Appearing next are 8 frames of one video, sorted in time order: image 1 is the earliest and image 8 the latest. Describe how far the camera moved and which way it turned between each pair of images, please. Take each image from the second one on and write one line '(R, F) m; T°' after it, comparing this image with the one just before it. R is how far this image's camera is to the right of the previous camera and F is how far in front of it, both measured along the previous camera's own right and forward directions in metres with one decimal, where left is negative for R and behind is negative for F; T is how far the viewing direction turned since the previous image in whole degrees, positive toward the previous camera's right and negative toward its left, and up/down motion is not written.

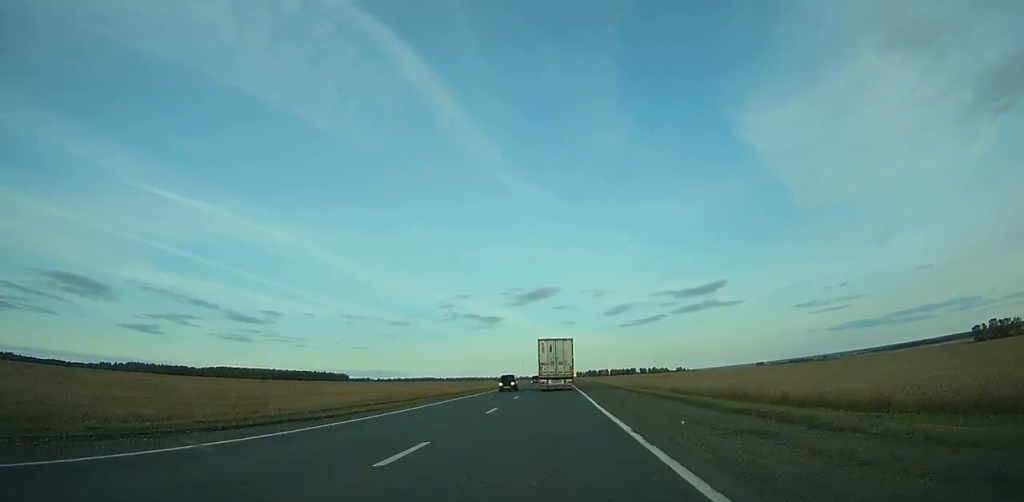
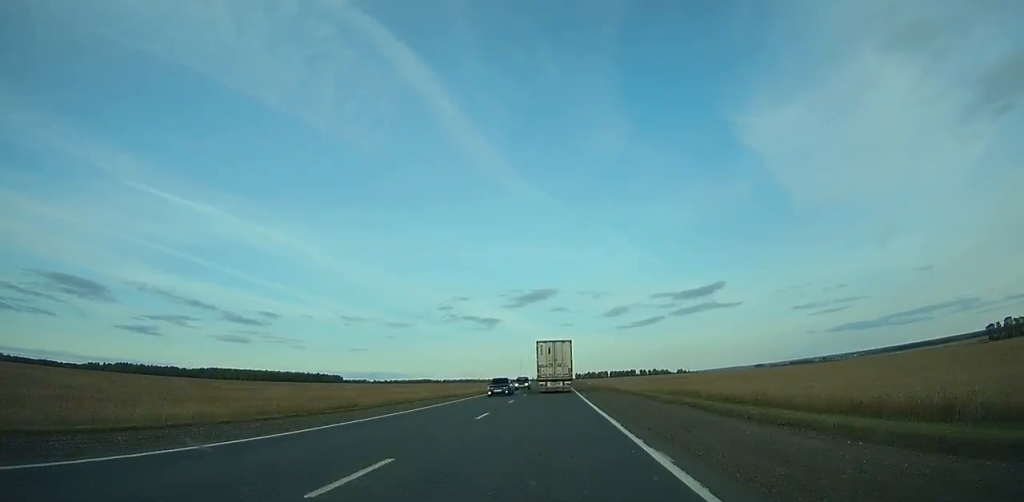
(+0.1, +28.0) m; 0°
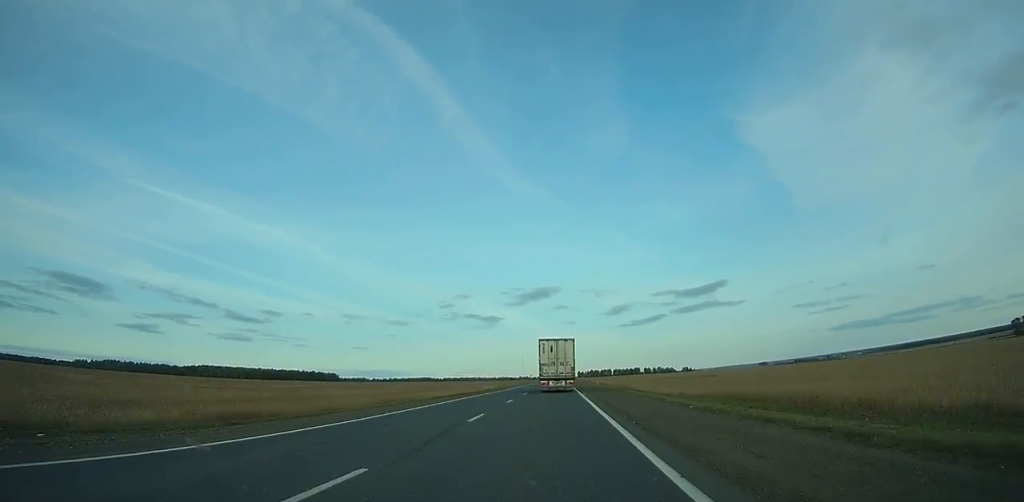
(0.0, +40.8) m; 0°
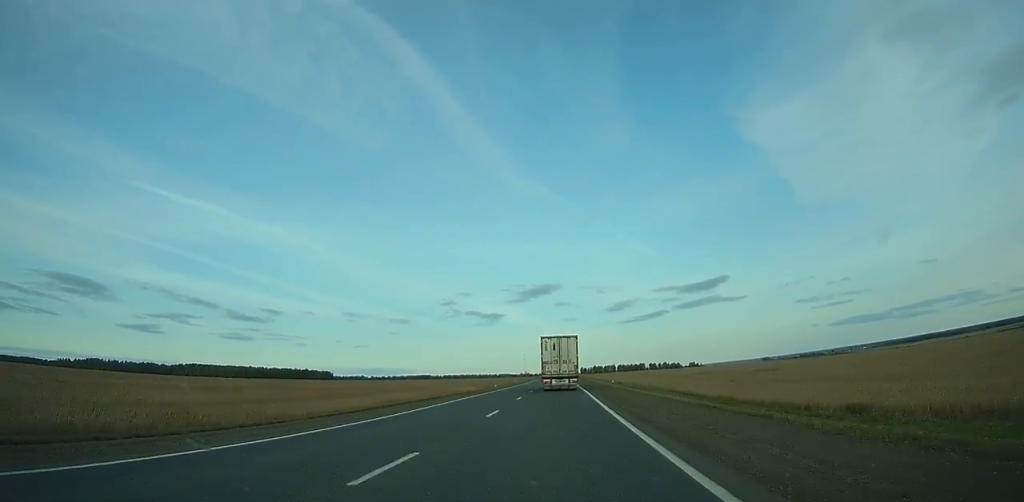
(0.0, +50.7) m; 0°
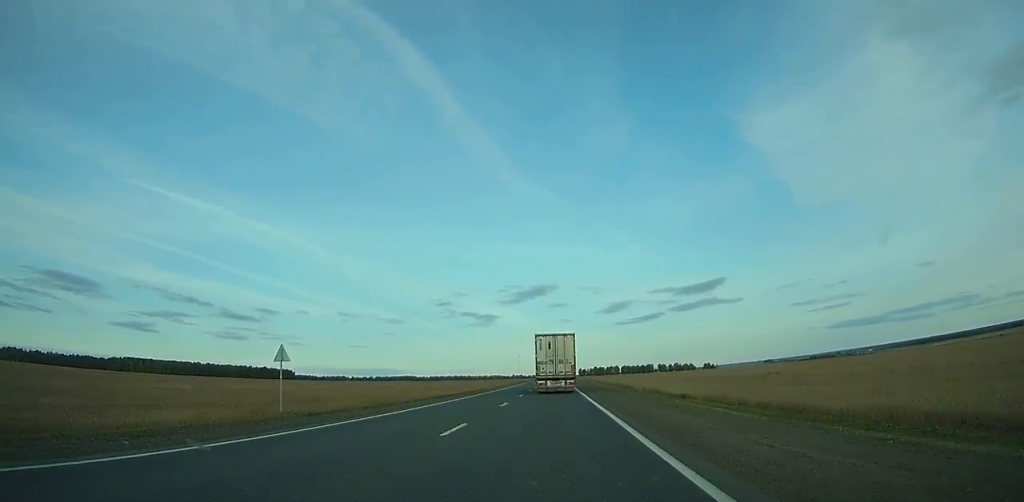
(+0.7, +168.6) m; 0°
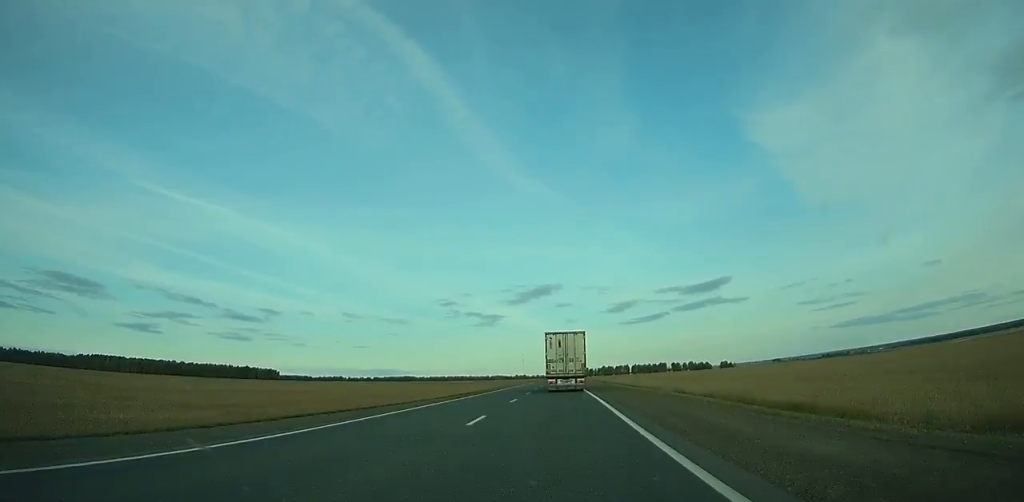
(-0.1, +80.1) m; 0°
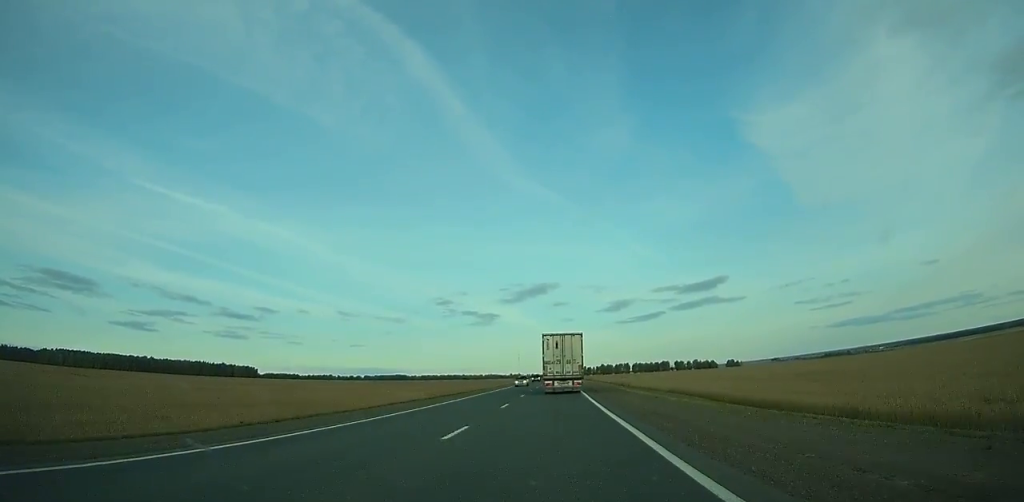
(0.0, +58.2) m; 0°
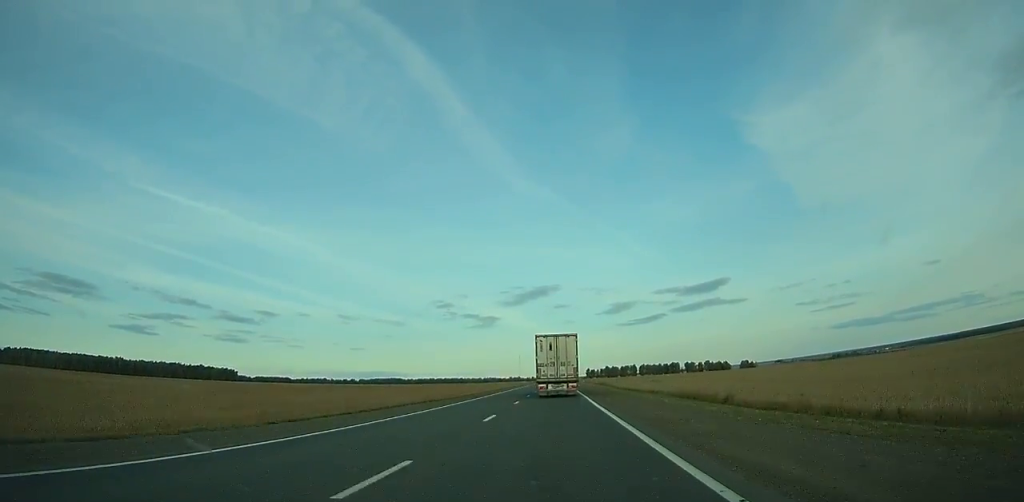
(+0.2, +58.4) m; 0°
